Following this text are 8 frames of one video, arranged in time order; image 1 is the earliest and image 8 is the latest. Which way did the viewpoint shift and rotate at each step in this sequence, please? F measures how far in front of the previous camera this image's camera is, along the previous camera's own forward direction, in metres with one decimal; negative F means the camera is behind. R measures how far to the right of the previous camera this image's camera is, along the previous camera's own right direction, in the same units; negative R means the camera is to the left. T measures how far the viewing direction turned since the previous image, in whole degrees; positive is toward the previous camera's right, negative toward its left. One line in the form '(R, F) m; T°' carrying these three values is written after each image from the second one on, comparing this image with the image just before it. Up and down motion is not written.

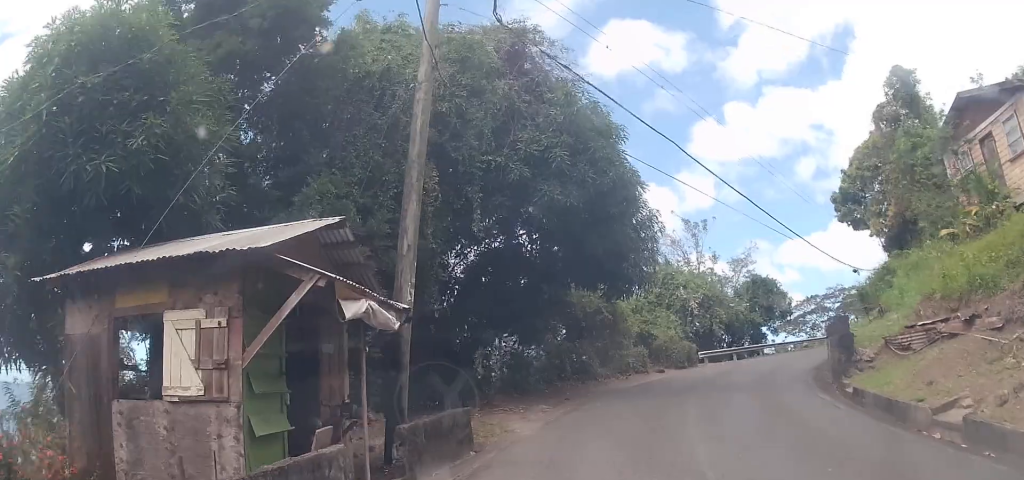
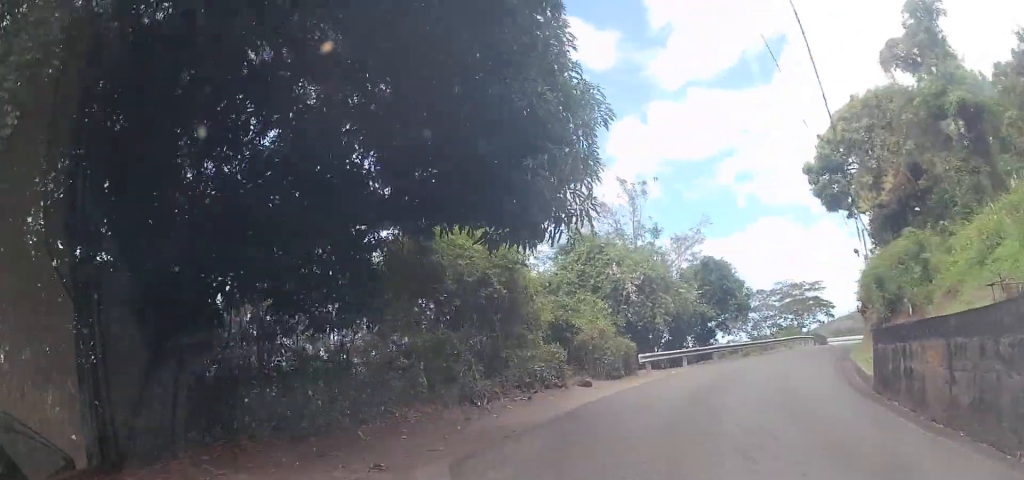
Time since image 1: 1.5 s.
(+1.5, +9.5) m; +14°
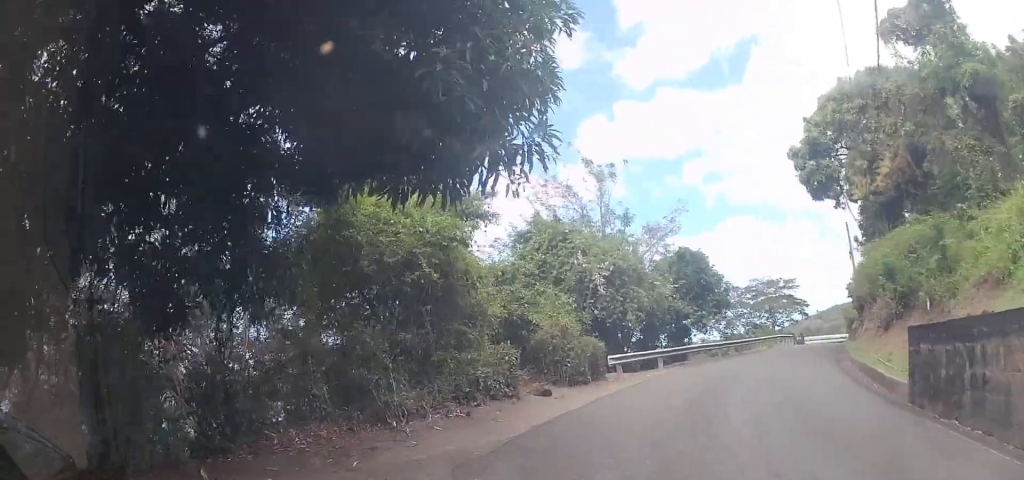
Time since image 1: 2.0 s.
(-0.1, +3.1) m; +4°
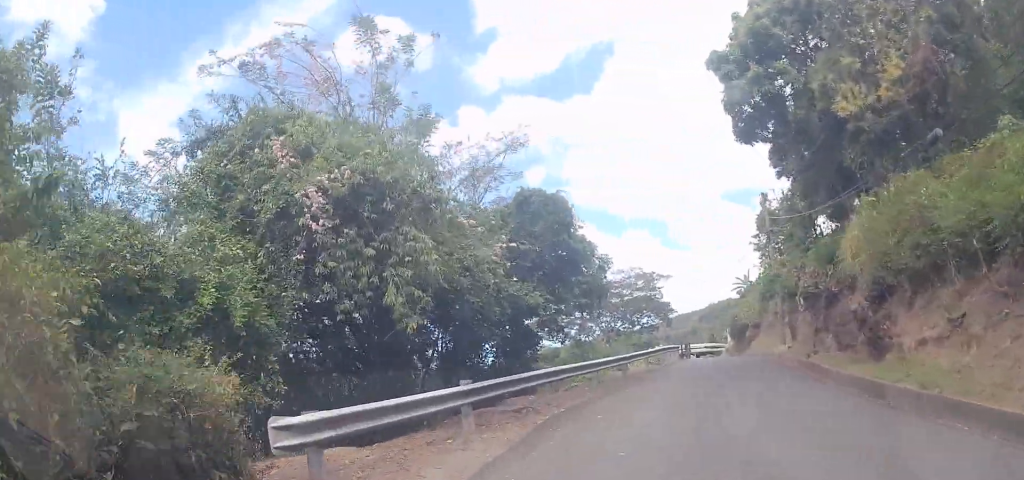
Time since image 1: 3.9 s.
(+2.6, +13.6) m; +12°
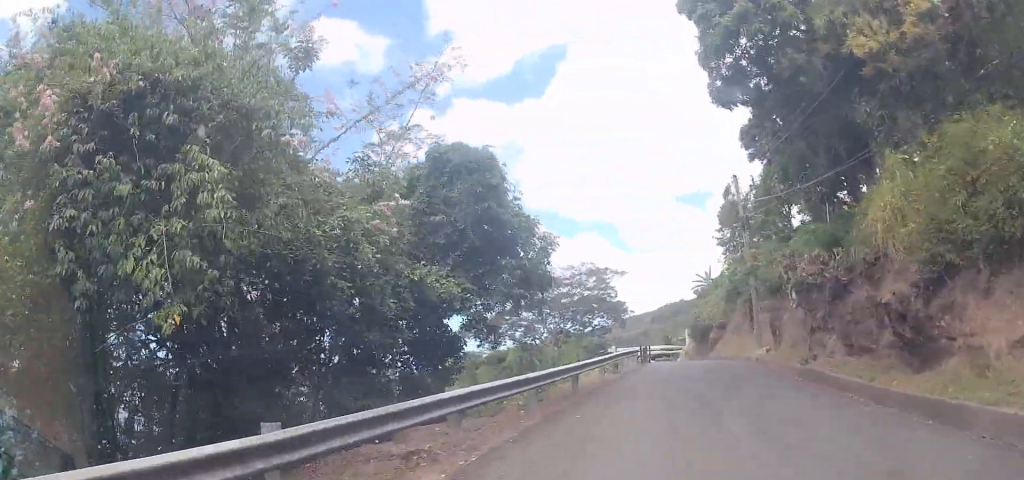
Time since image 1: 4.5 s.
(+0.1, +4.7) m; -1°
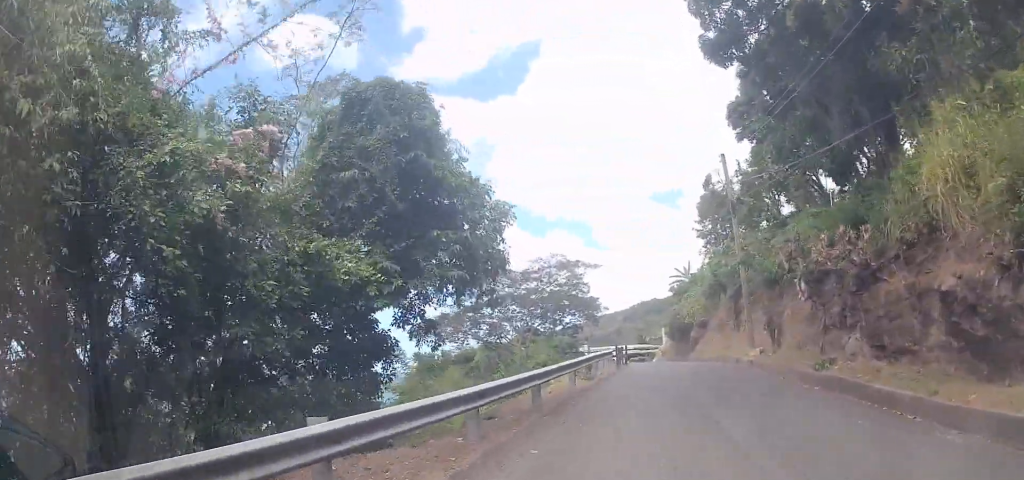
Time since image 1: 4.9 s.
(-0.6, +3.5) m; +3°
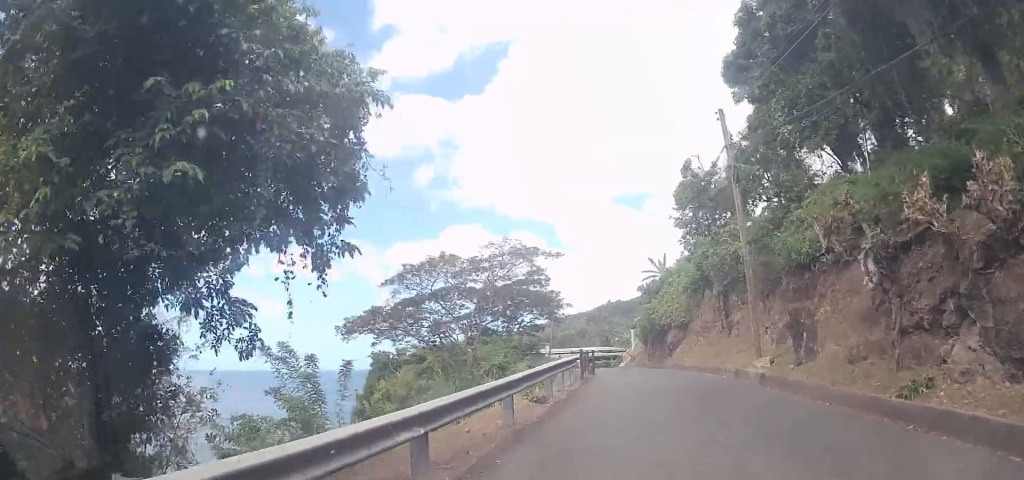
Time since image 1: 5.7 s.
(+0.2, +6.2) m; +7°
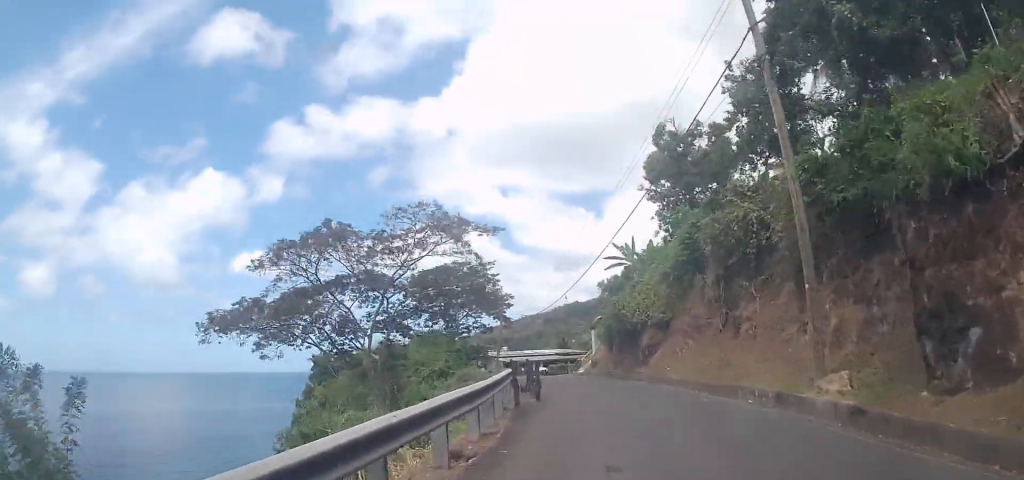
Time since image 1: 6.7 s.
(+1.4, +9.2) m; +3°
